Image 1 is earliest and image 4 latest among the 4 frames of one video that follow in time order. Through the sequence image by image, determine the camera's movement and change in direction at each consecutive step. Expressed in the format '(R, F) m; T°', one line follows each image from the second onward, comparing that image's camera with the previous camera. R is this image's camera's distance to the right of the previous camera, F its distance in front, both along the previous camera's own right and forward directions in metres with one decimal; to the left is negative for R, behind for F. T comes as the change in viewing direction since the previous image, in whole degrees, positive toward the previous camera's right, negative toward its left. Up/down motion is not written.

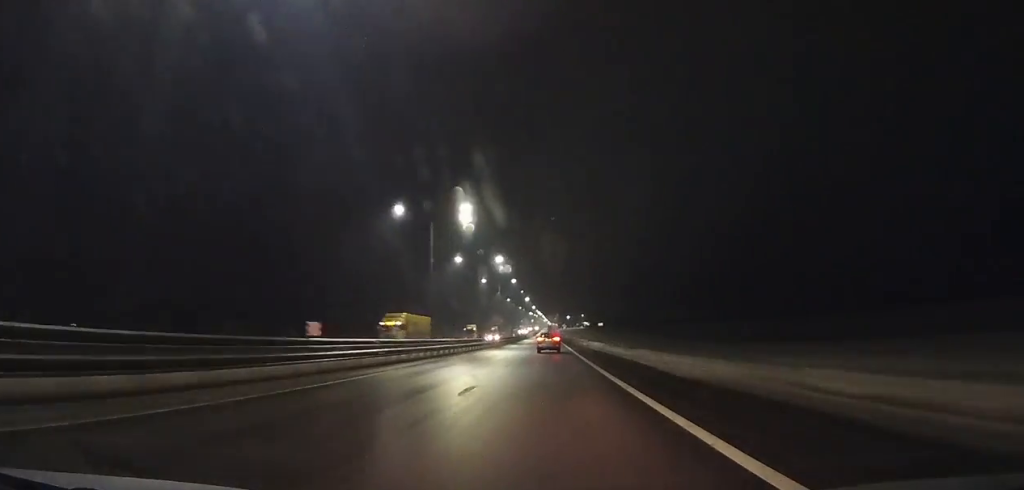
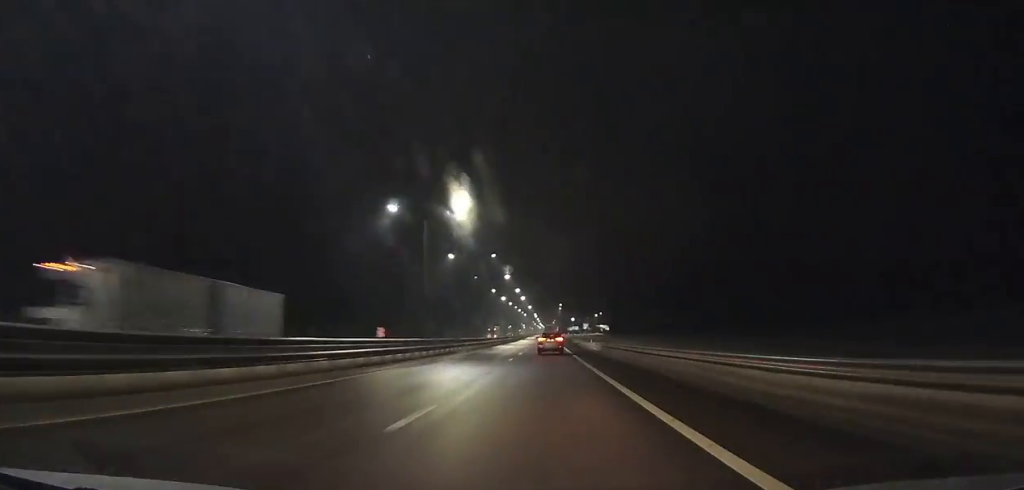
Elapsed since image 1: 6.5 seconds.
(-0.6, +182.5) m; 0°
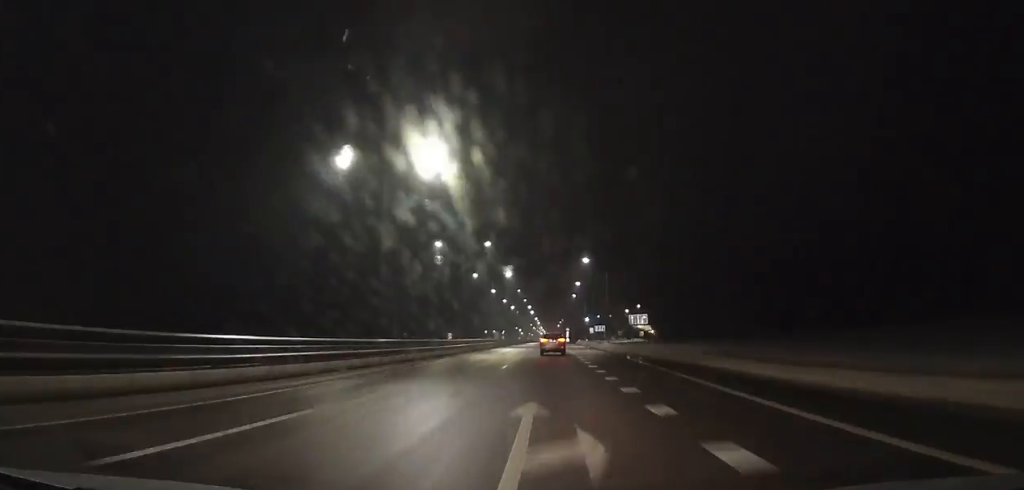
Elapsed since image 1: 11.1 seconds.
(+0.4, +125.8) m; 0°
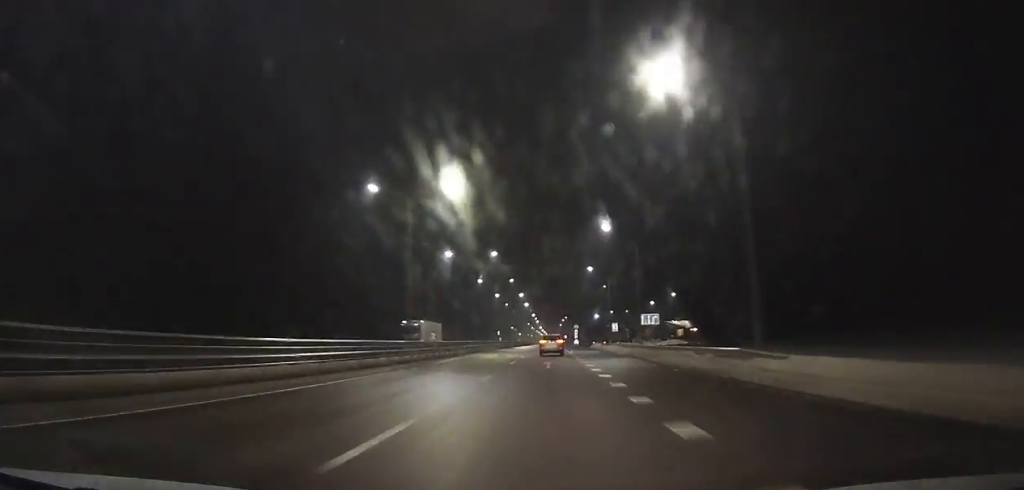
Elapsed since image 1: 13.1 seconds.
(0.0, +53.6) m; 0°
